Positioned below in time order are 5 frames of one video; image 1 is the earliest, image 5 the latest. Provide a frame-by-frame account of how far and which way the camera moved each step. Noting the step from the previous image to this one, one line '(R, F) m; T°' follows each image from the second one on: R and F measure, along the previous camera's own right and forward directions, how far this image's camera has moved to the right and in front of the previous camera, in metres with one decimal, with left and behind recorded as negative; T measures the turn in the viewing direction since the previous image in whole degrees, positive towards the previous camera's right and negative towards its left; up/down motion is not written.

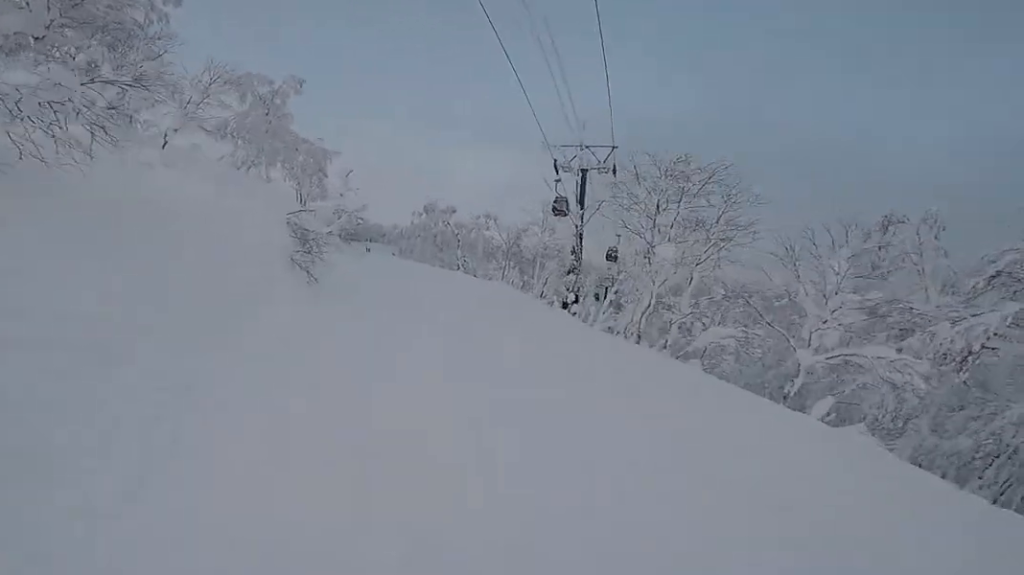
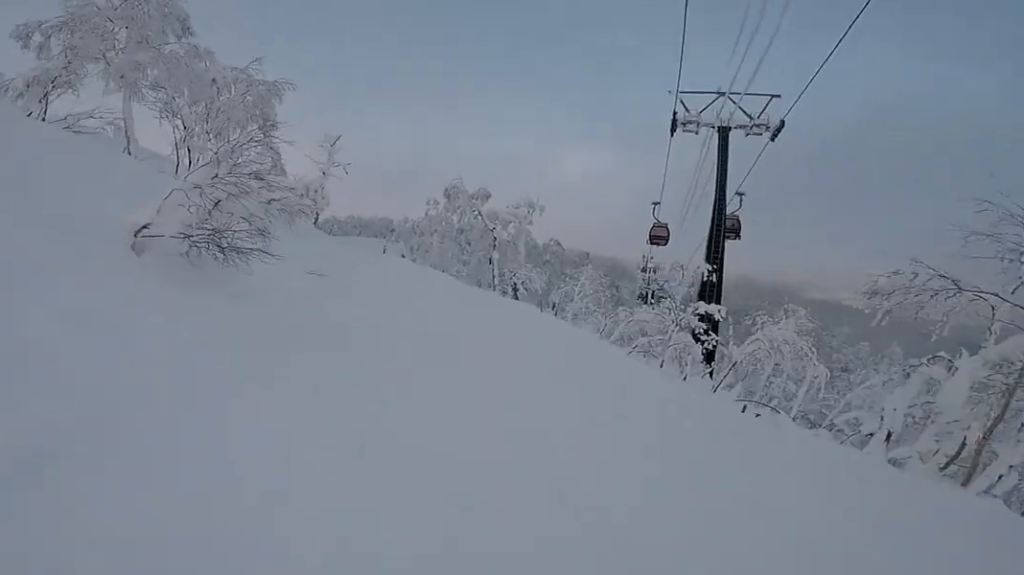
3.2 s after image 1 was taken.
(+1.1, +17.9) m; +7°
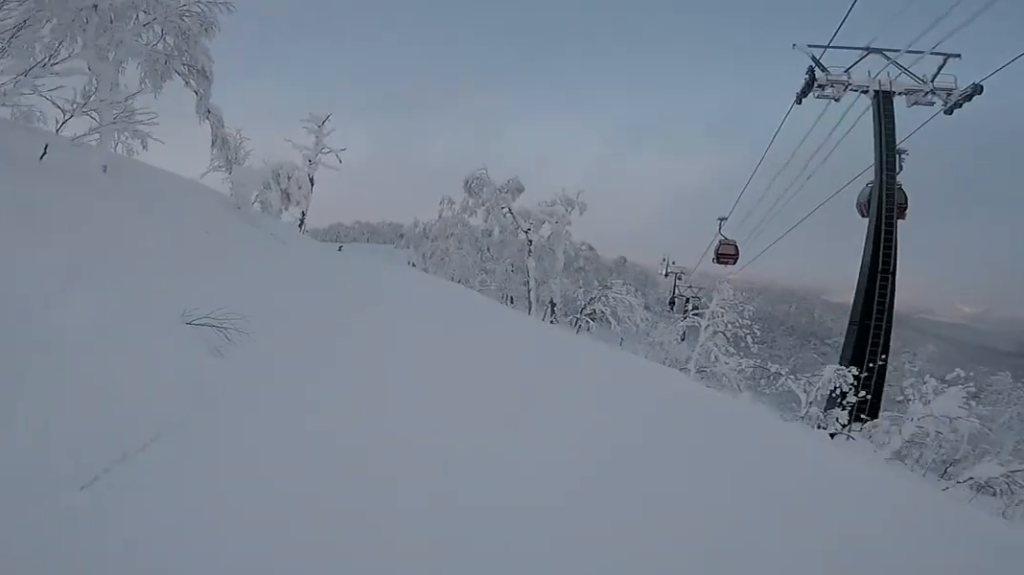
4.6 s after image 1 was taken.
(-1.1, +8.9) m; -7°
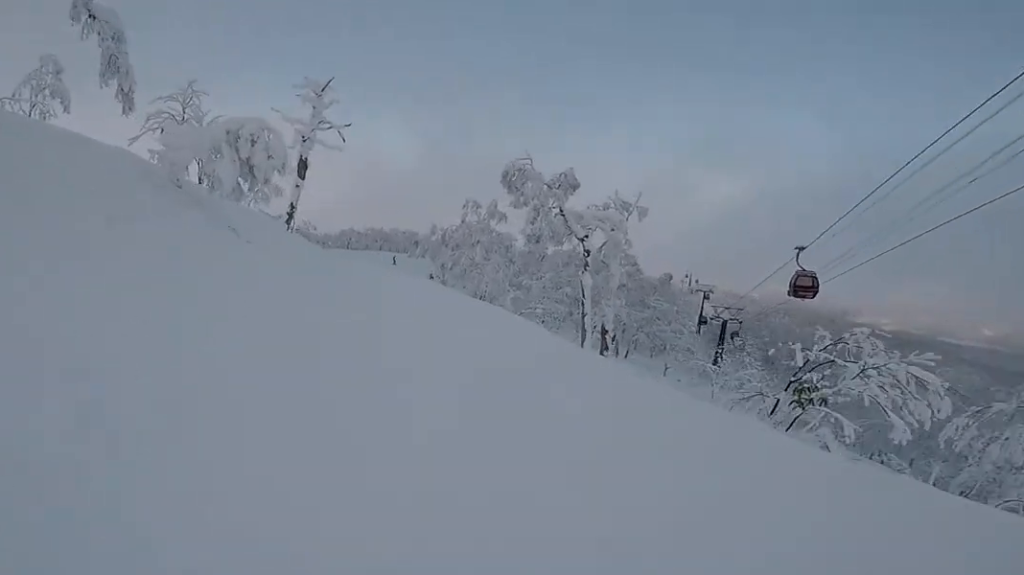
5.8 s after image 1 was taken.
(0.0, +7.7) m; 0°
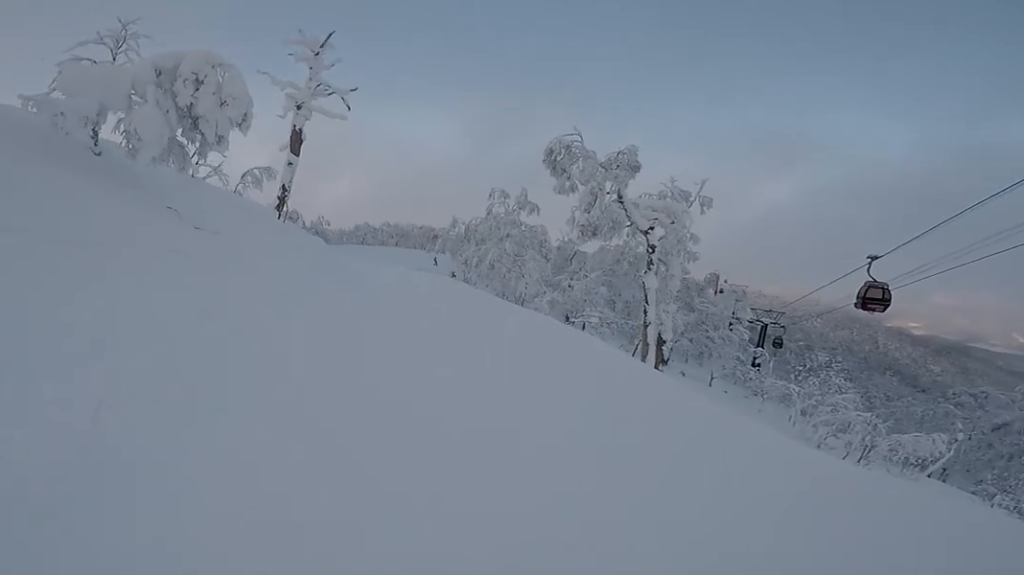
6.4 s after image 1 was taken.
(0.0, +4.5) m; 0°
